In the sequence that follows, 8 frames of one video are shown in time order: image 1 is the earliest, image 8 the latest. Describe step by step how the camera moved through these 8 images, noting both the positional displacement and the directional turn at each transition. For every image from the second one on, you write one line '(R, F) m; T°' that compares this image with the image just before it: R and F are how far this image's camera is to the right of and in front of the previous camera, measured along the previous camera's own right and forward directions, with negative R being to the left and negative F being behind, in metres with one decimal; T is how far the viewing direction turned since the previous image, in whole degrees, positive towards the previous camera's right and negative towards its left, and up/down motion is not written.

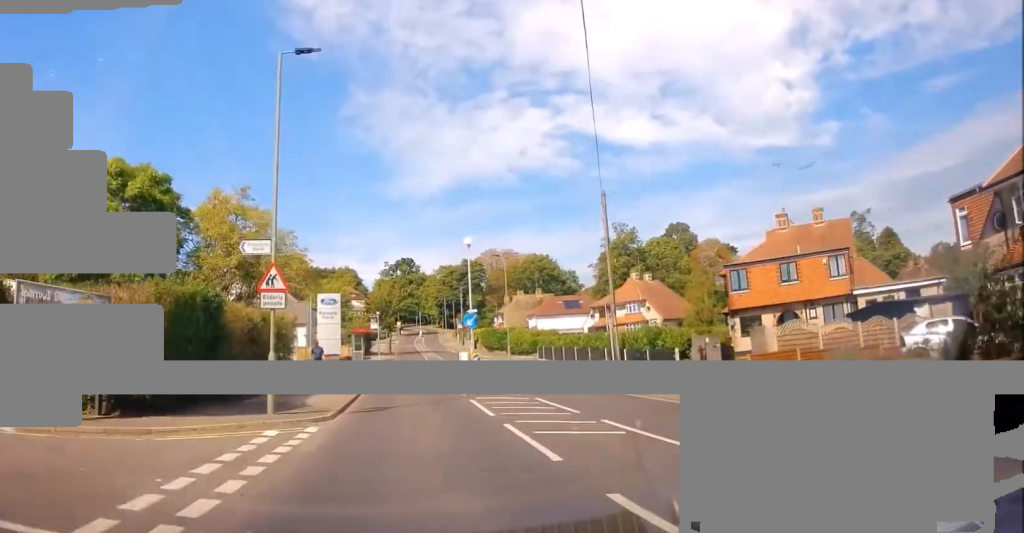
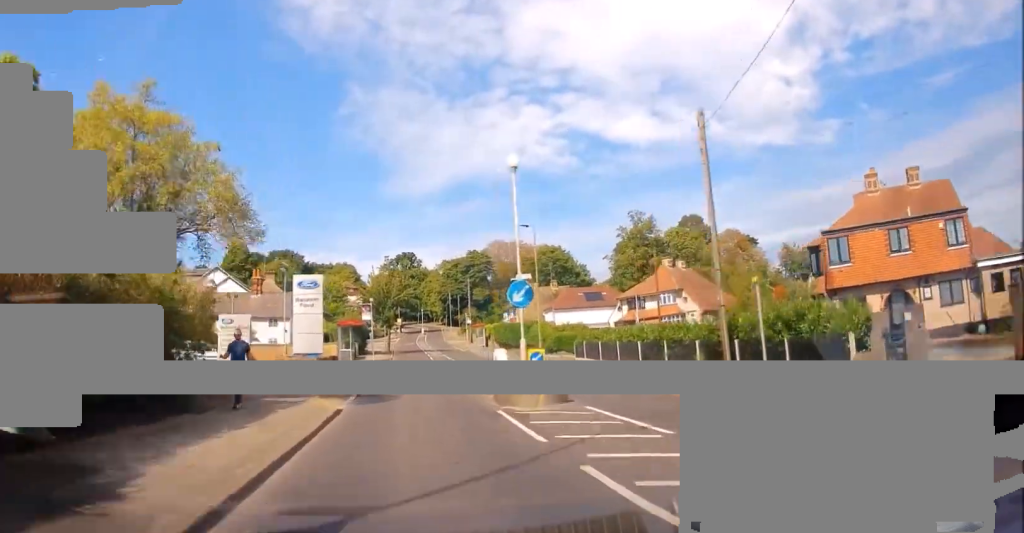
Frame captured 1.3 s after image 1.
(0.0, +11.6) m; +1°
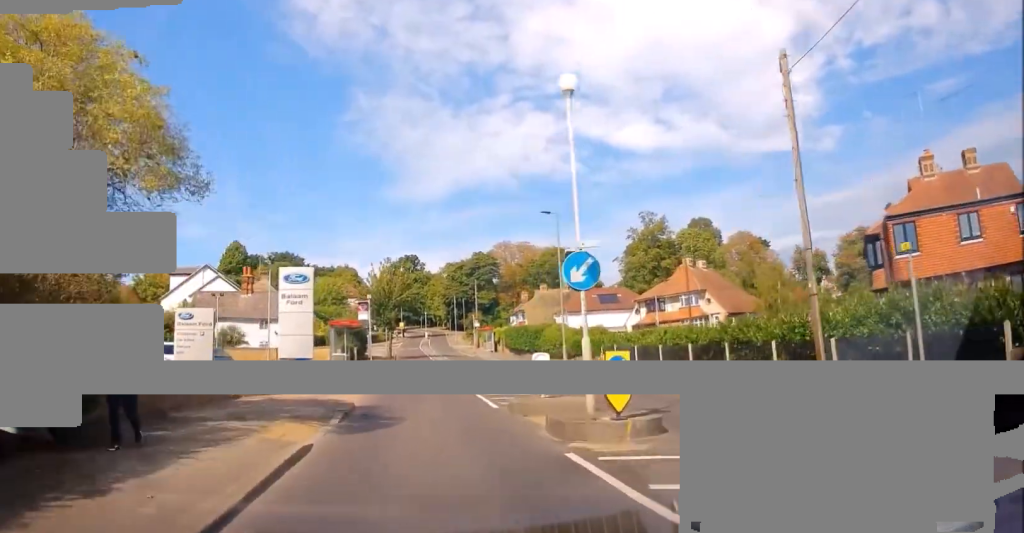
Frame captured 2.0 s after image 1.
(+0.1, +6.3) m; +1°
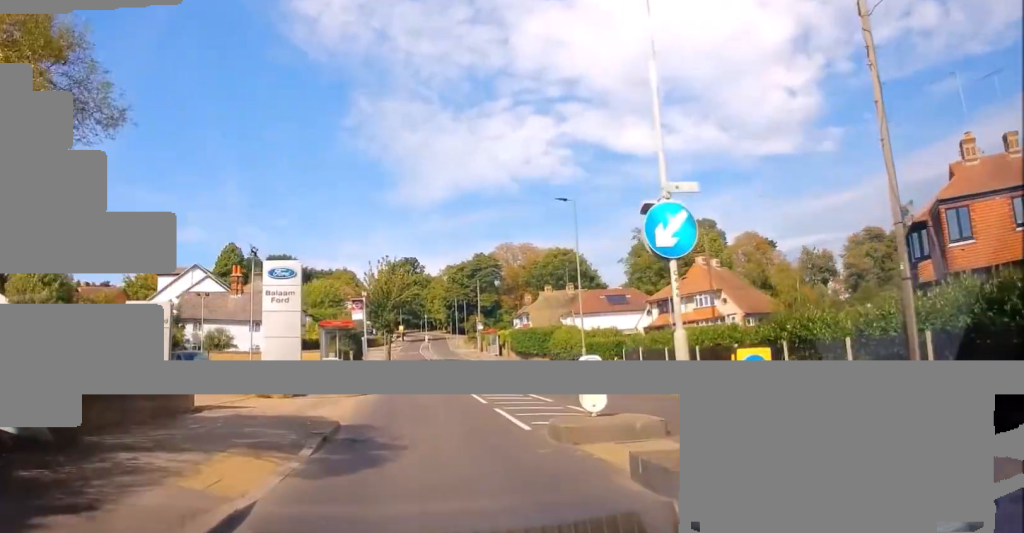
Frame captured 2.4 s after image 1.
(0.0, +3.6) m; 0°
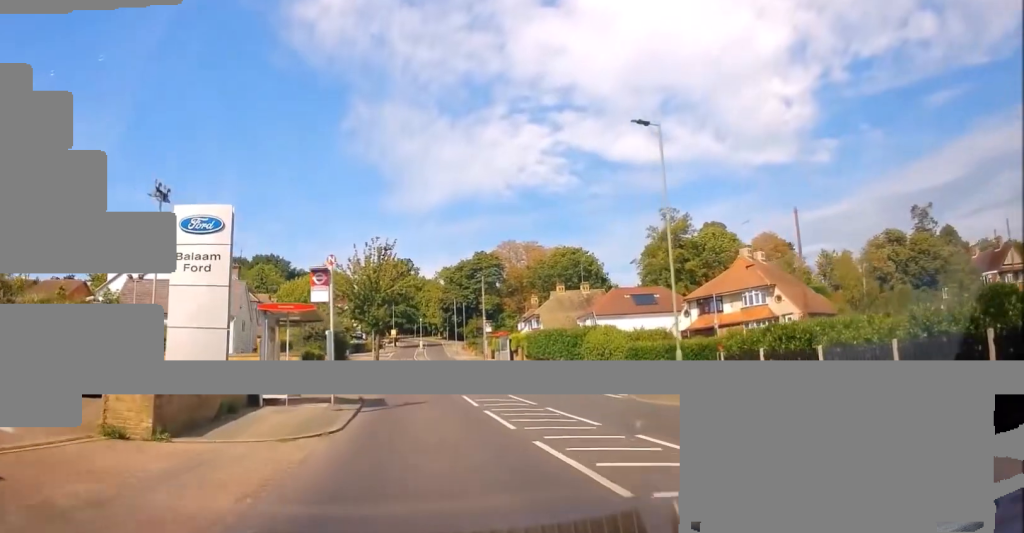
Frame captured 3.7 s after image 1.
(0.0, +11.3) m; 0°
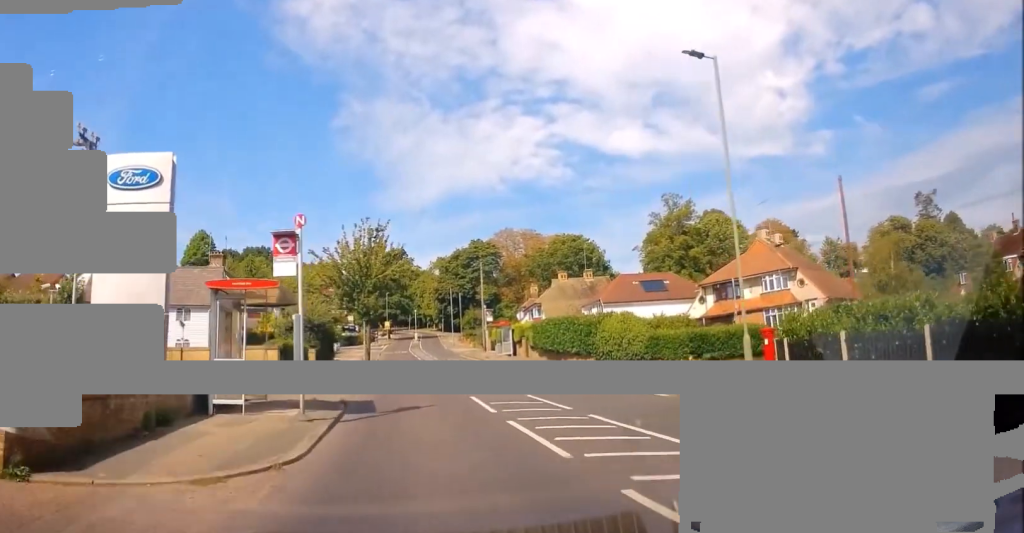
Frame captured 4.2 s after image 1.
(0.0, +4.5) m; 0°
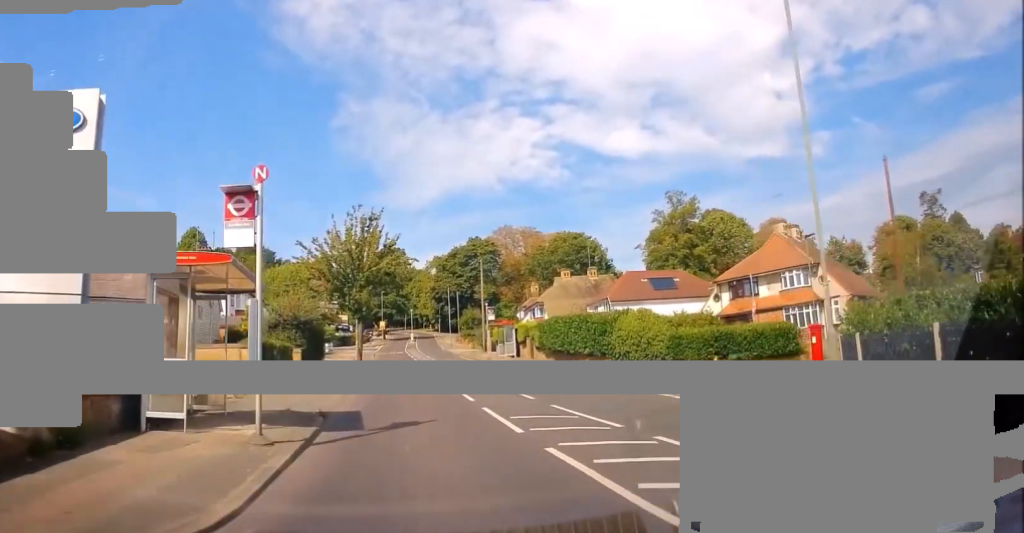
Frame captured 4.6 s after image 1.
(0.0, +3.7) m; 0°
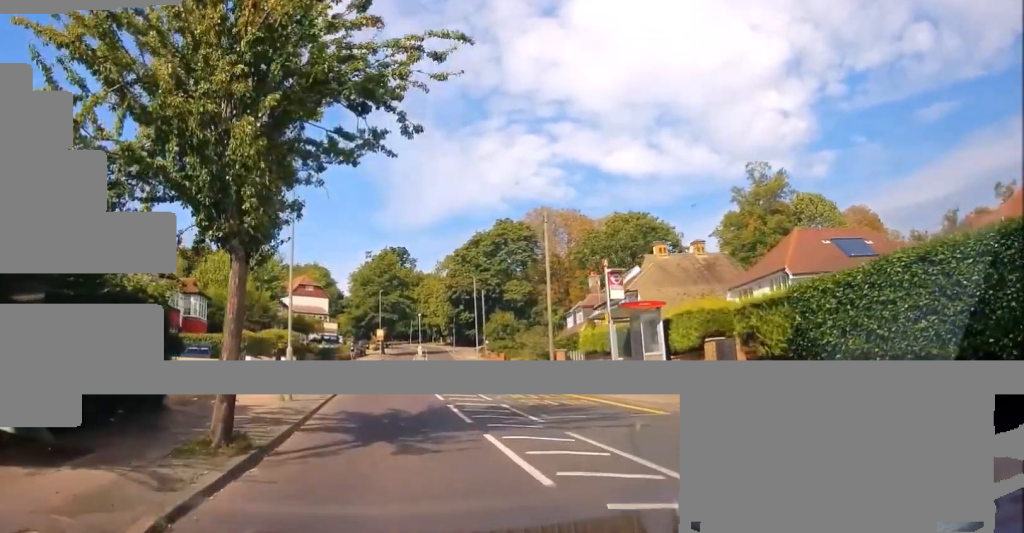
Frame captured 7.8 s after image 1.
(0.0, +28.2) m; 0°
